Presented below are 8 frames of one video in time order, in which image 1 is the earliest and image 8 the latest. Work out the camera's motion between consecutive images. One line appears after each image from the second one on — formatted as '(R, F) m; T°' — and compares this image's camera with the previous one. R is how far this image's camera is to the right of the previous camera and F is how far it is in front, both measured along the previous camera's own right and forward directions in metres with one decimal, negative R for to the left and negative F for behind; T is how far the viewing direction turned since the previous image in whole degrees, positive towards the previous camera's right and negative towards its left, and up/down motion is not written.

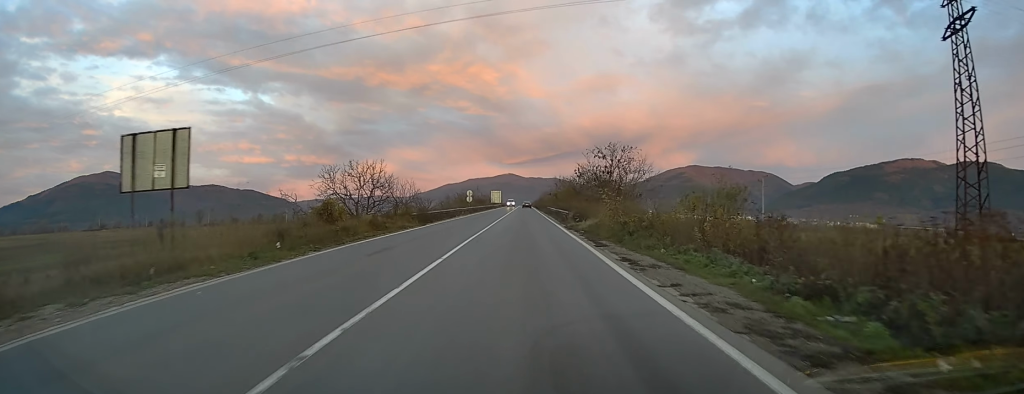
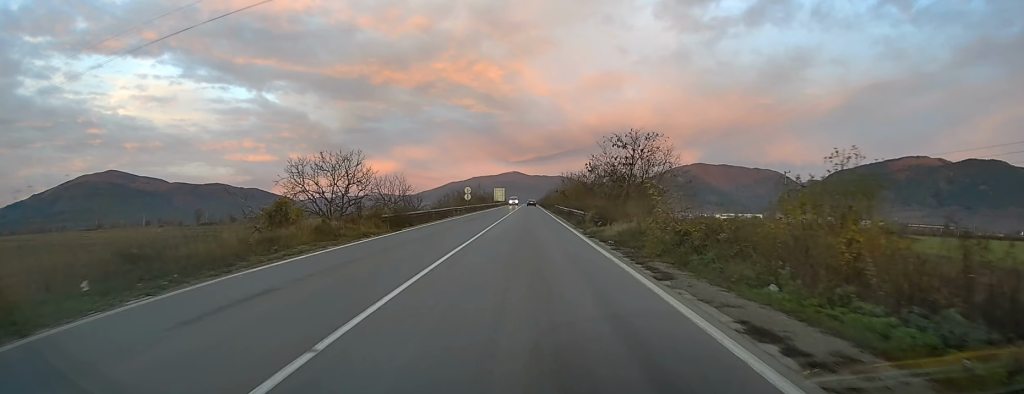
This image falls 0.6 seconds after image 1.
(+0.2, +8.5) m; 0°
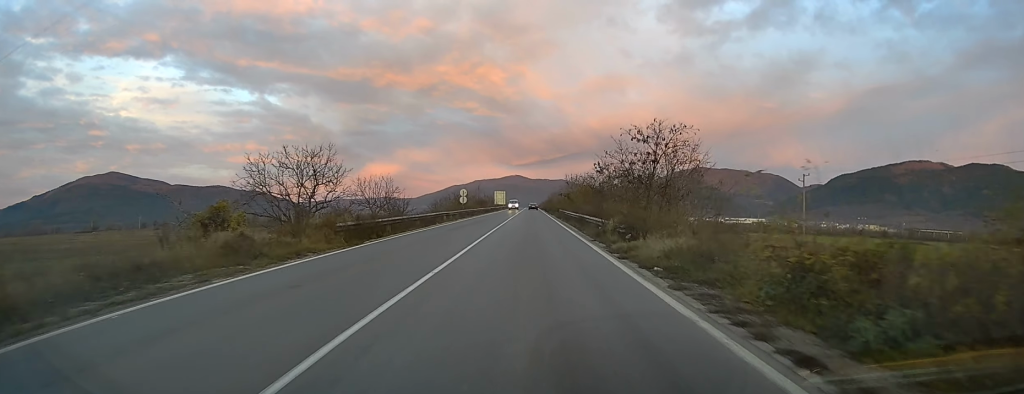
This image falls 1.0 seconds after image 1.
(-0.2, +7.0) m; 0°
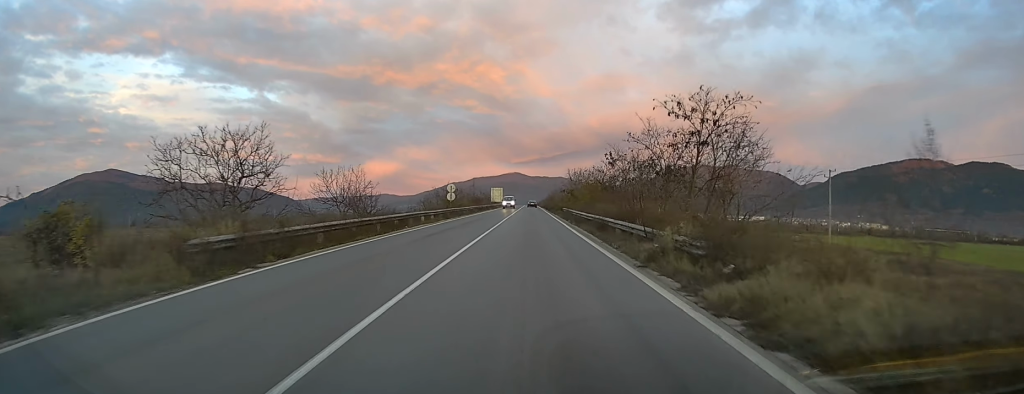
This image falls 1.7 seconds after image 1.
(-0.3, +9.6) m; -1°
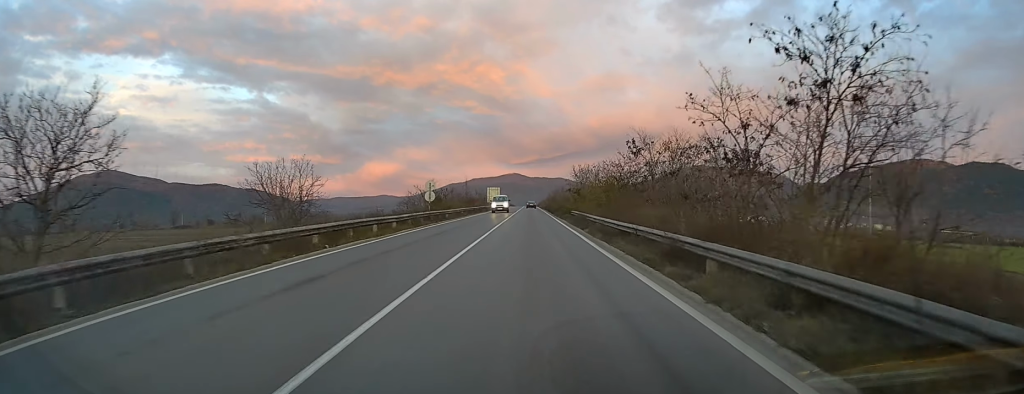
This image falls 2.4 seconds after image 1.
(+0.2, +12.0) m; 0°
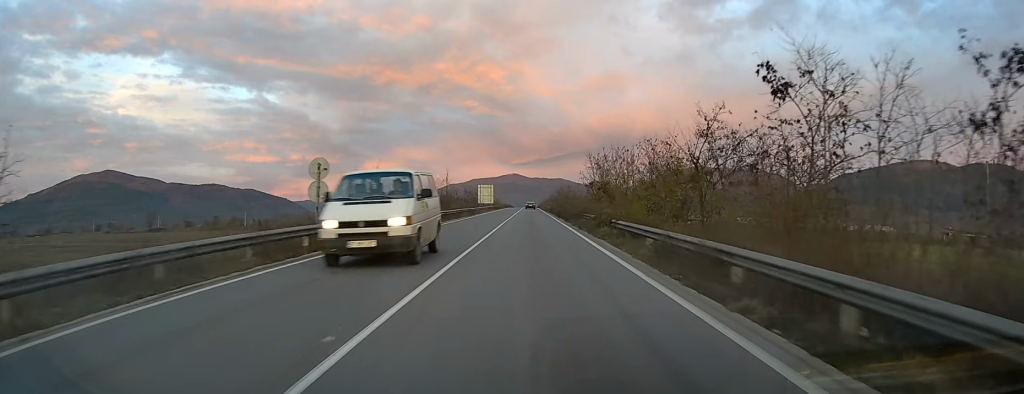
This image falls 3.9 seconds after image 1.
(+0.1, +24.6) m; +1°
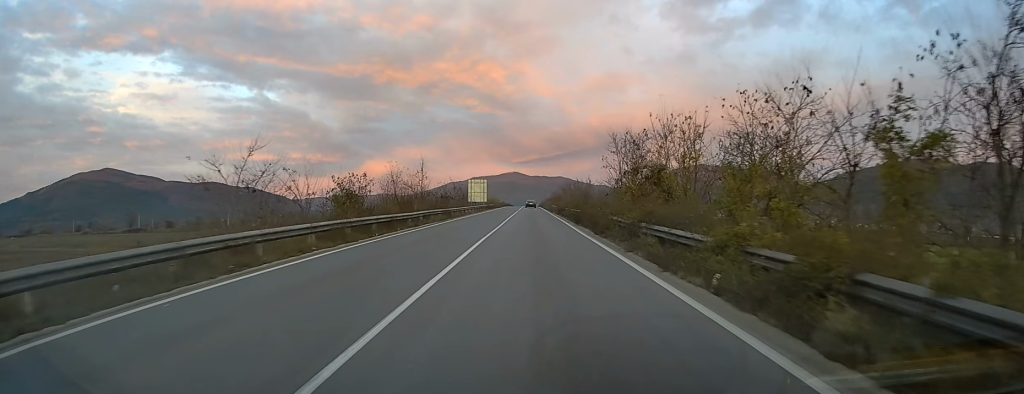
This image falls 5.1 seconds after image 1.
(+0.2, +19.3) m; 0°
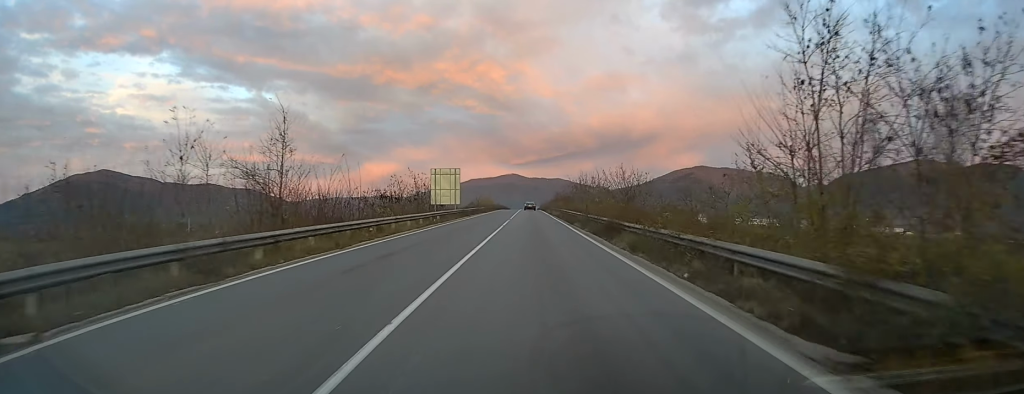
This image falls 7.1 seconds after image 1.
(-0.2, +34.8) m; 0°
